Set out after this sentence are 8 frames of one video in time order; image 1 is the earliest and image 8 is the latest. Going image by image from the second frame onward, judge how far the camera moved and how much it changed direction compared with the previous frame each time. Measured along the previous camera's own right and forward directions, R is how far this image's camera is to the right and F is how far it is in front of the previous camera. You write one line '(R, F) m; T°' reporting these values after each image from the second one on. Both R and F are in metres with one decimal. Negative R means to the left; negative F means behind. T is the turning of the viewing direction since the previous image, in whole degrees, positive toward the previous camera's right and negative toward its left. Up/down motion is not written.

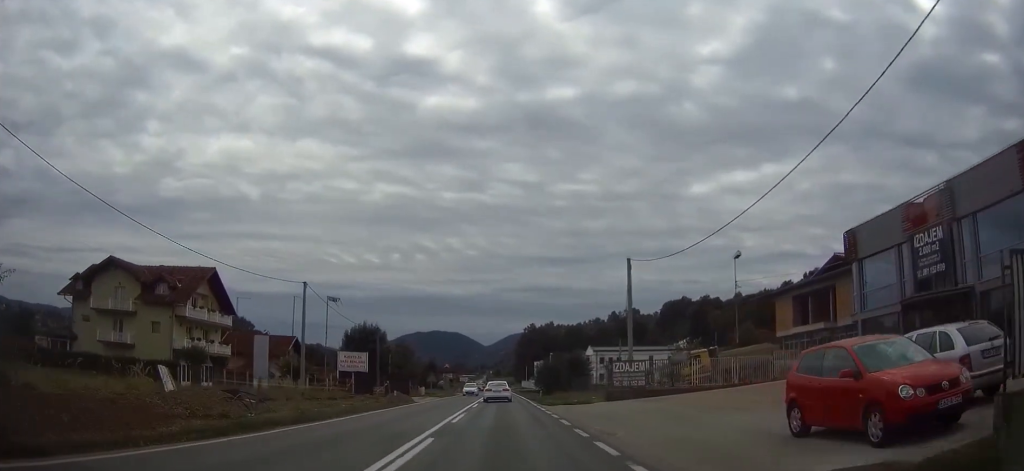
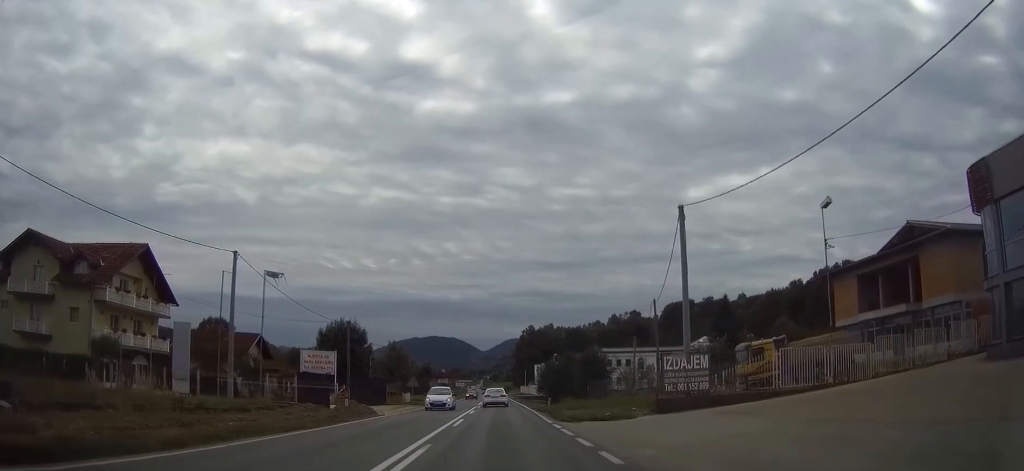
(0.0, +12.8) m; 0°
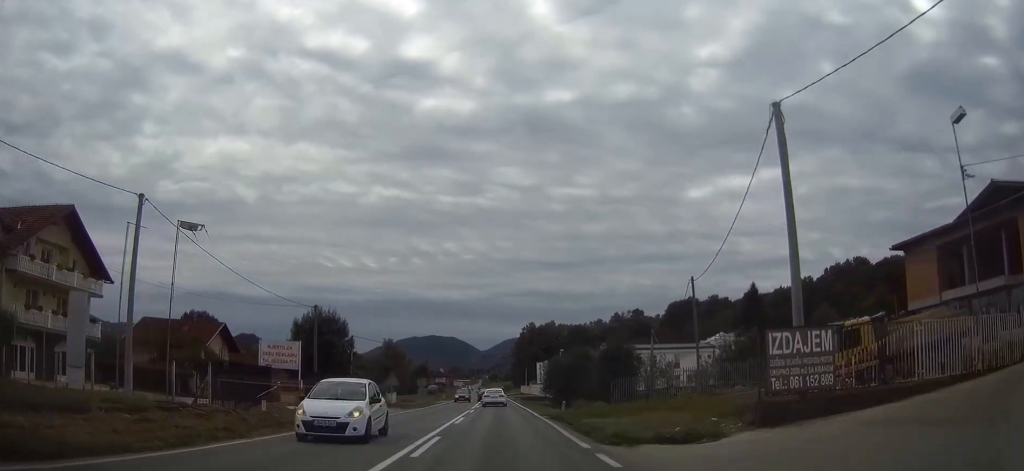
(0.0, +10.5) m; 0°
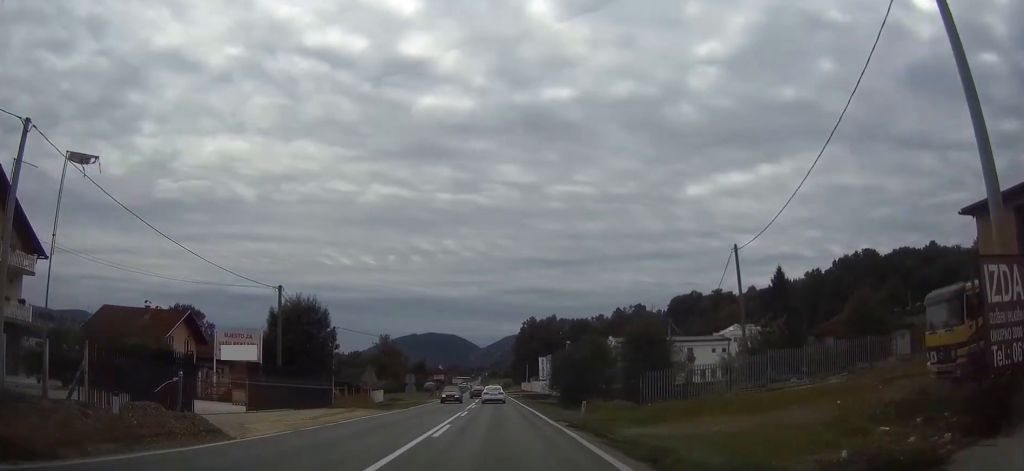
(0.0, +8.4) m; 0°
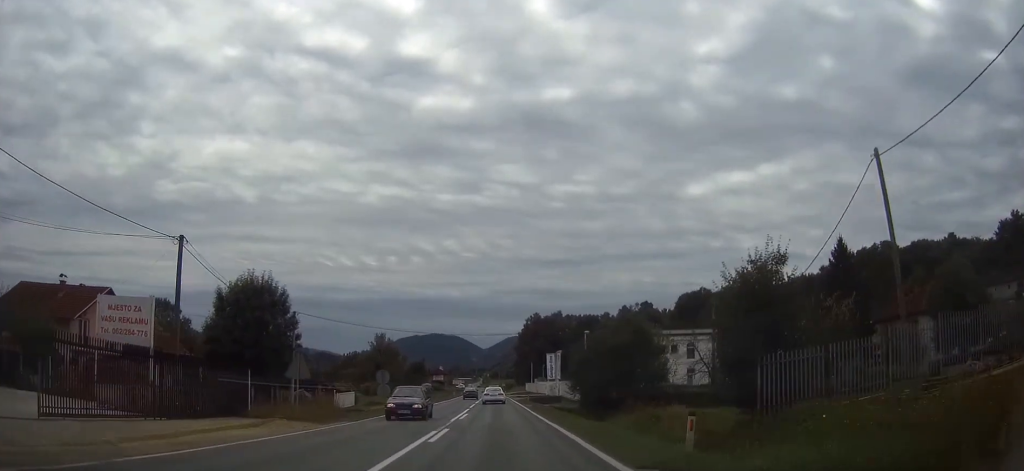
(0.0, +13.9) m; 0°
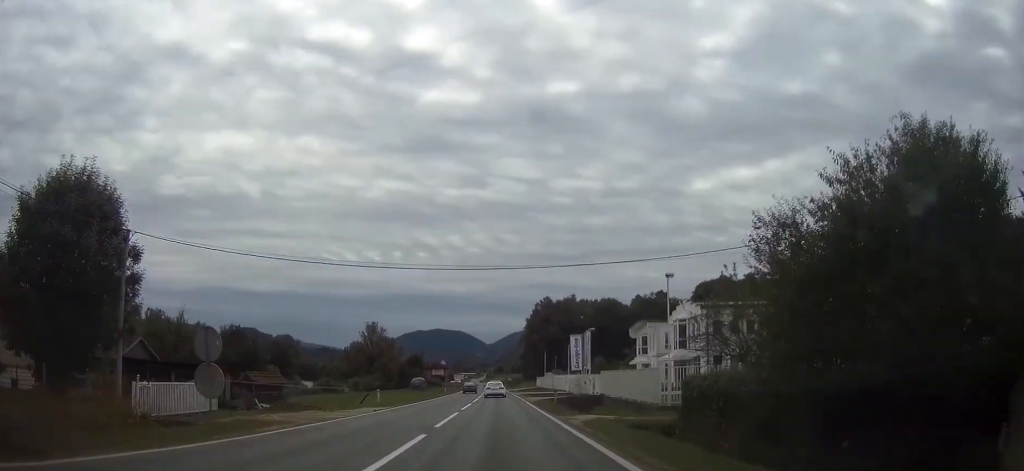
(+0.1, +27.3) m; 0°
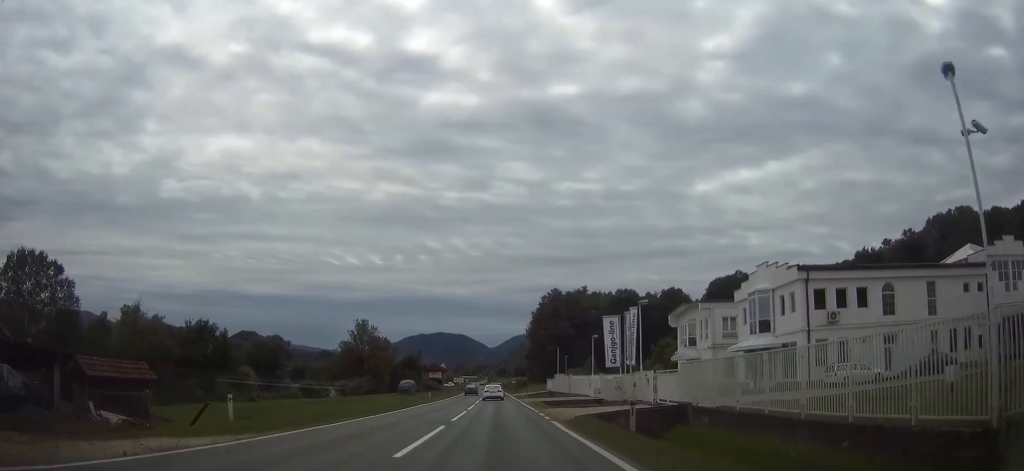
(-0.2, +21.5) m; 0°
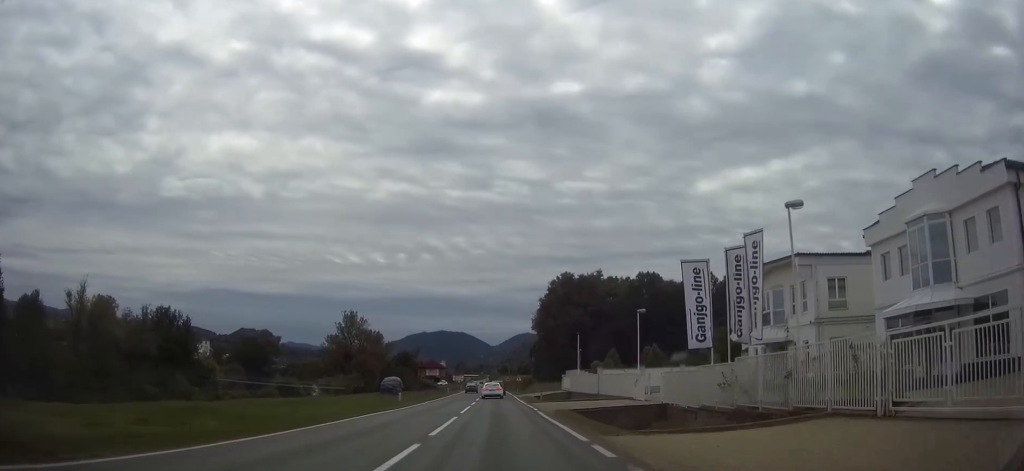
(+0.1, +21.1) m; 0°
